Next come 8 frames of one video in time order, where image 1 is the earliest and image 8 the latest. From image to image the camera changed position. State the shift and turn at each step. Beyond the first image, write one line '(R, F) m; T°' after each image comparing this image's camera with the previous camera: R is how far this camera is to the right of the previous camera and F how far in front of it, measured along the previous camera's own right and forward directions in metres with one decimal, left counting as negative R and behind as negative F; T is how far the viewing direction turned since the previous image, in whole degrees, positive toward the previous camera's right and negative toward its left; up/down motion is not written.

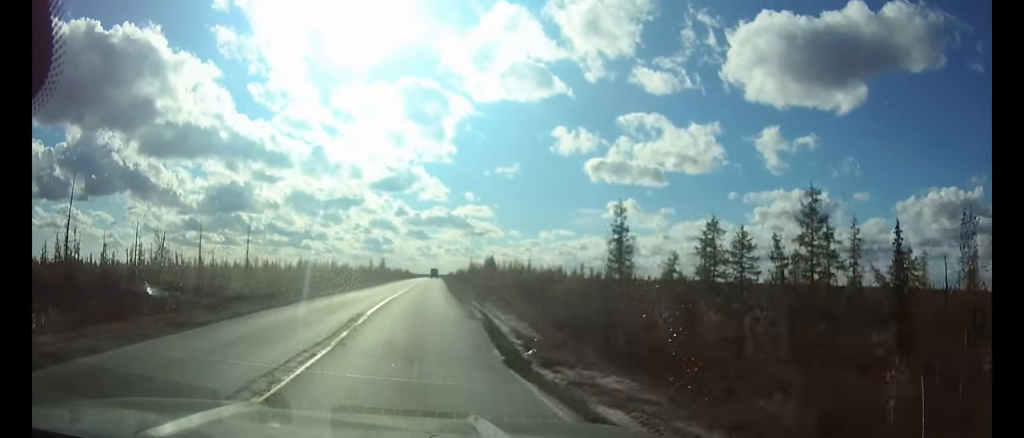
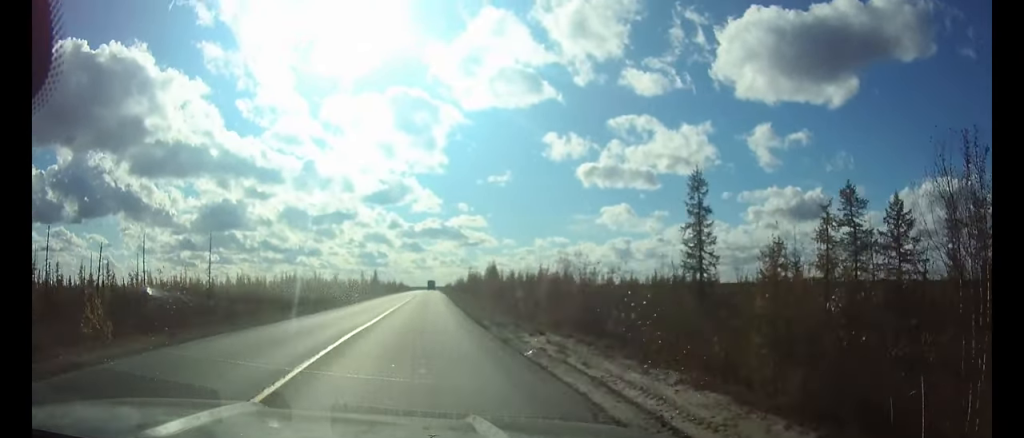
(0.0, +15.9) m; 0°
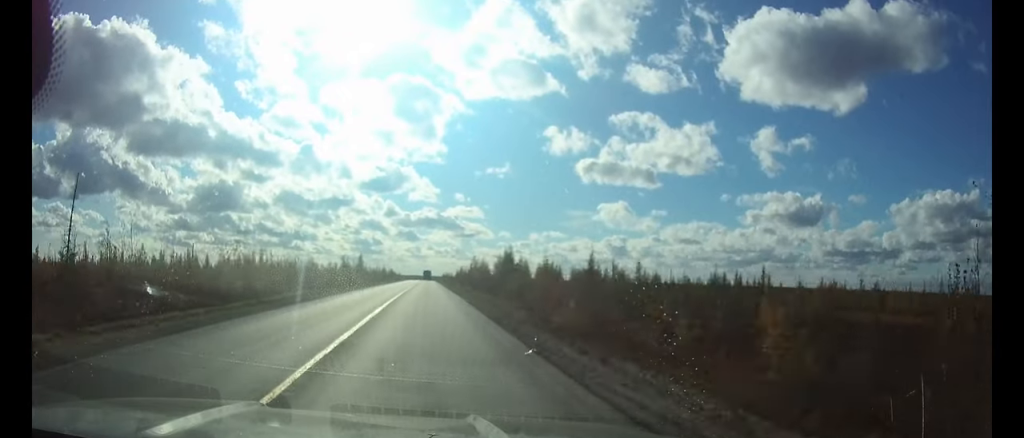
(+0.3, +34.9) m; +1°
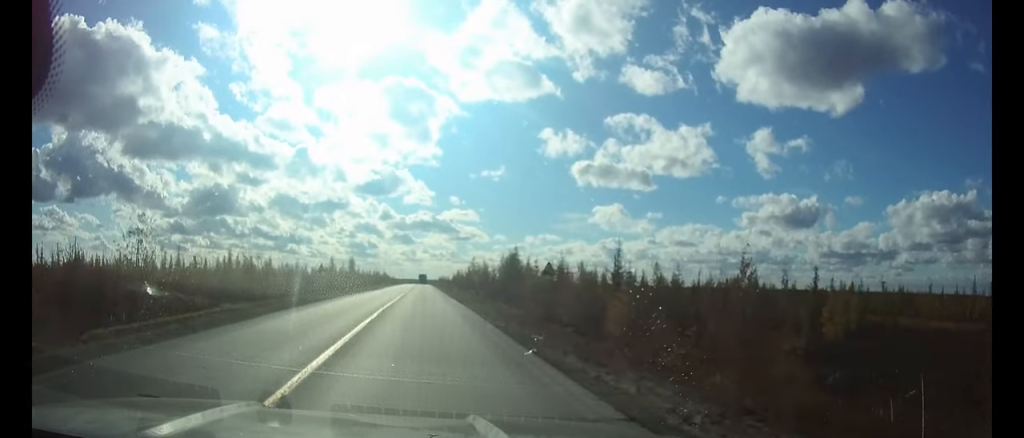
(0.0, +11.4) m; 0°
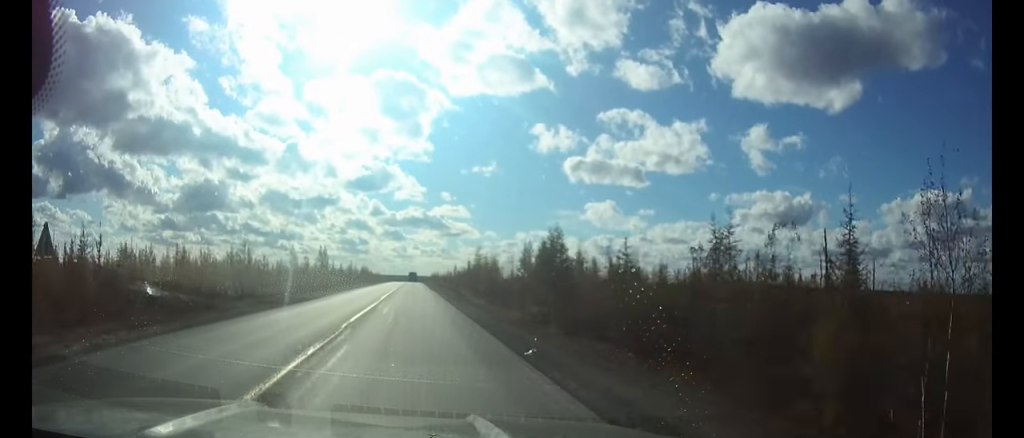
(+0.2, +40.3) m; 0°
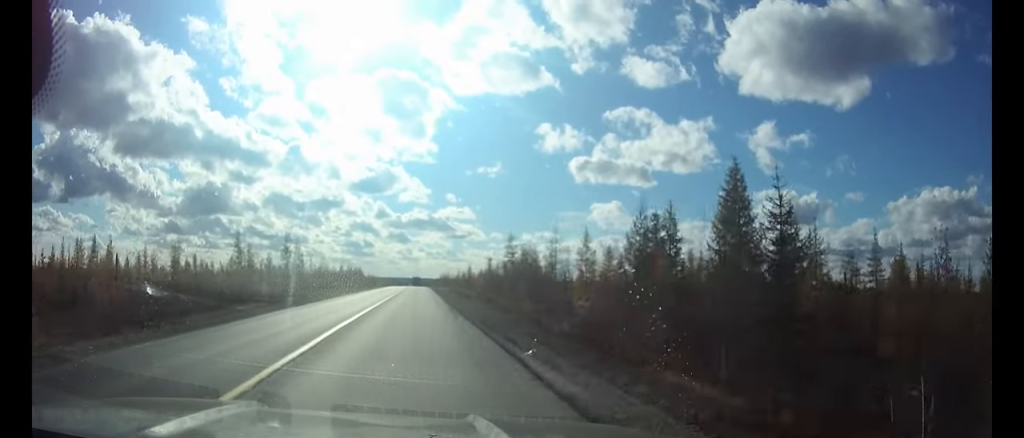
(-0.1, +40.8) m; 0°
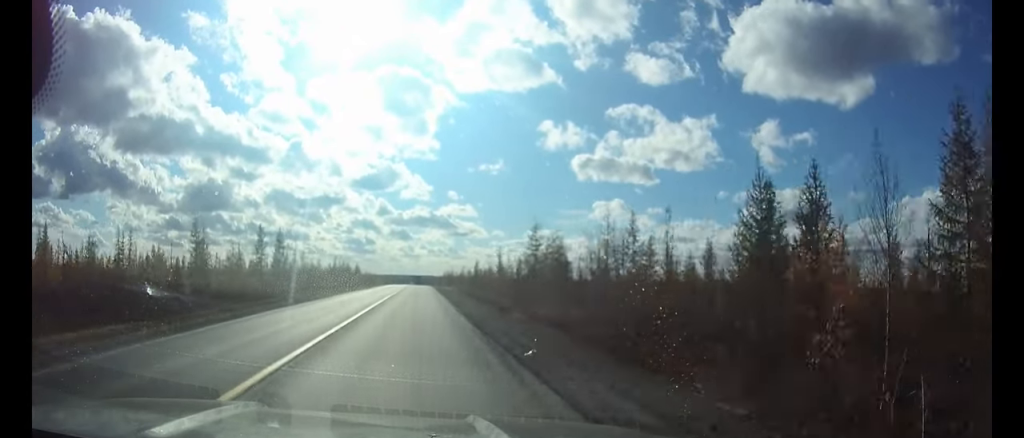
(0.0, +16.9) m; 0°
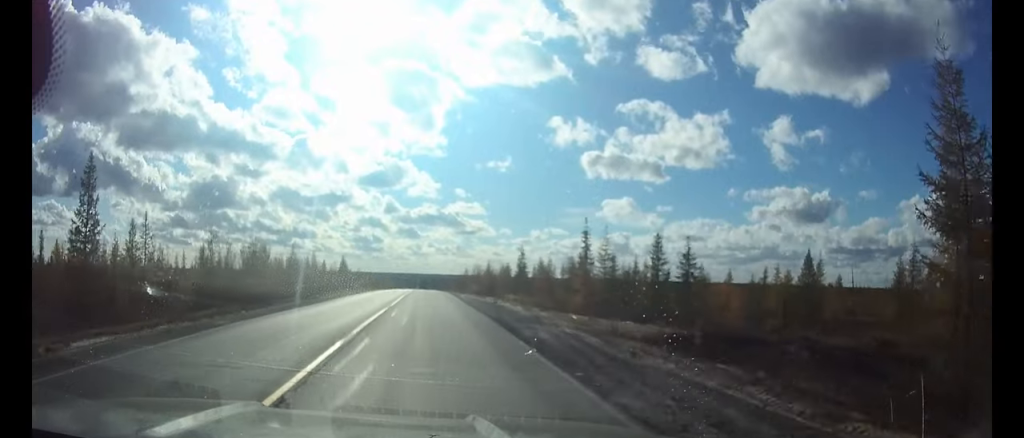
(-0.4, +57.6) m; 0°
